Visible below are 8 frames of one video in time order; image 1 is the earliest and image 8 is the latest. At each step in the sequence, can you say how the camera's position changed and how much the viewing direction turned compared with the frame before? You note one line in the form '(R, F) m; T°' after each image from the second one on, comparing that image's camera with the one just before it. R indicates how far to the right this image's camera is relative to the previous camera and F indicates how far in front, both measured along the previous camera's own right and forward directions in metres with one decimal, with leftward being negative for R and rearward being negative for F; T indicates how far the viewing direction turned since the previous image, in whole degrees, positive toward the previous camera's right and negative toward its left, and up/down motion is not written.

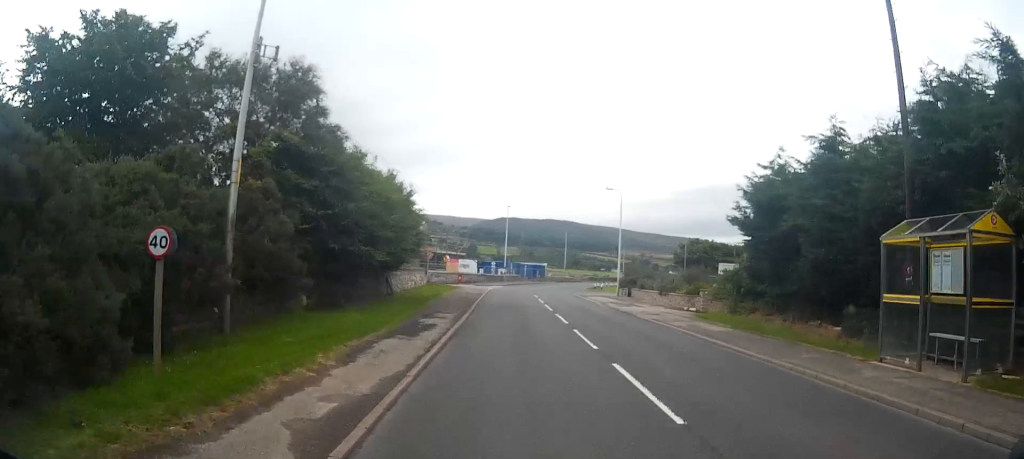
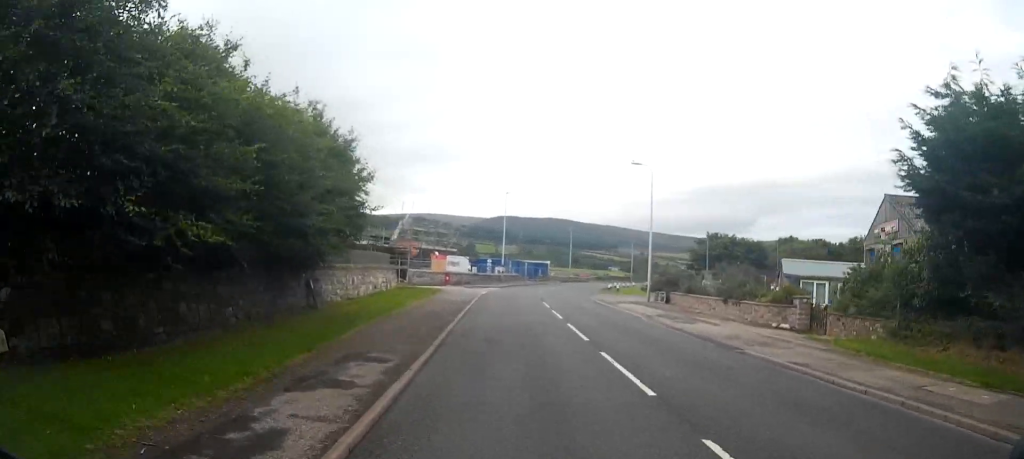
(0.0, +10.8) m; 0°
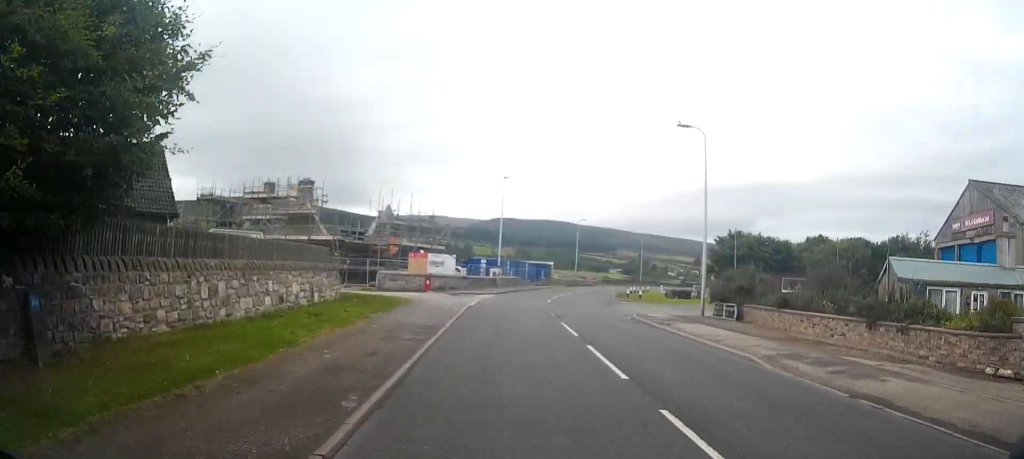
(0.0, +10.7) m; 0°
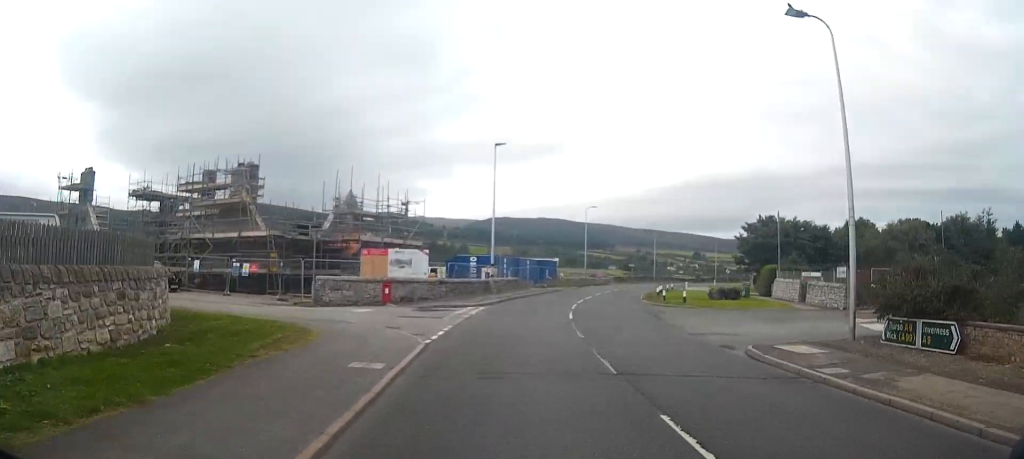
(+0.2, +12.4) m; +1°
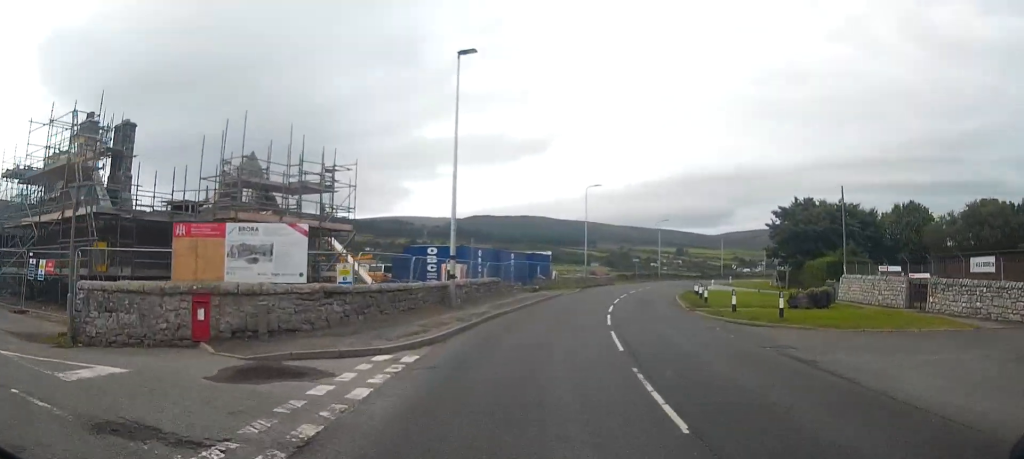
(+0.1, +14.9) m; +2°
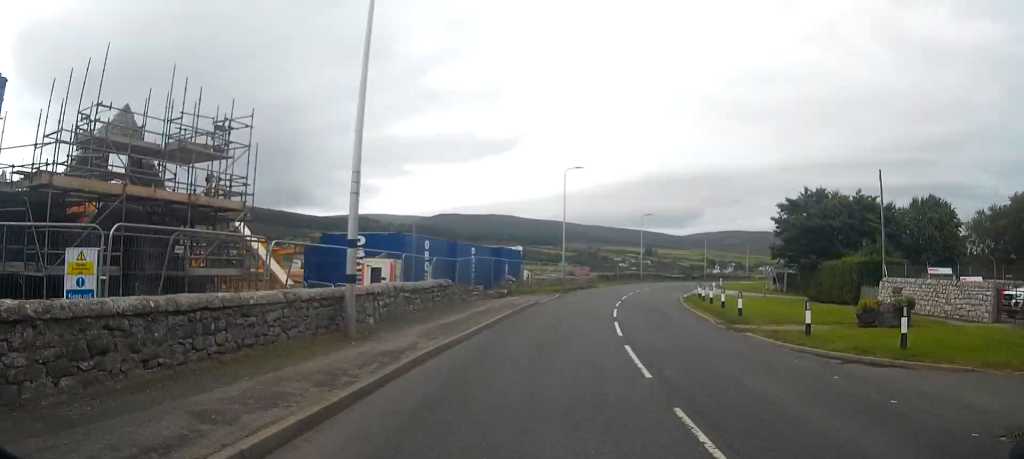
(0.0, +8.8) m; +2°
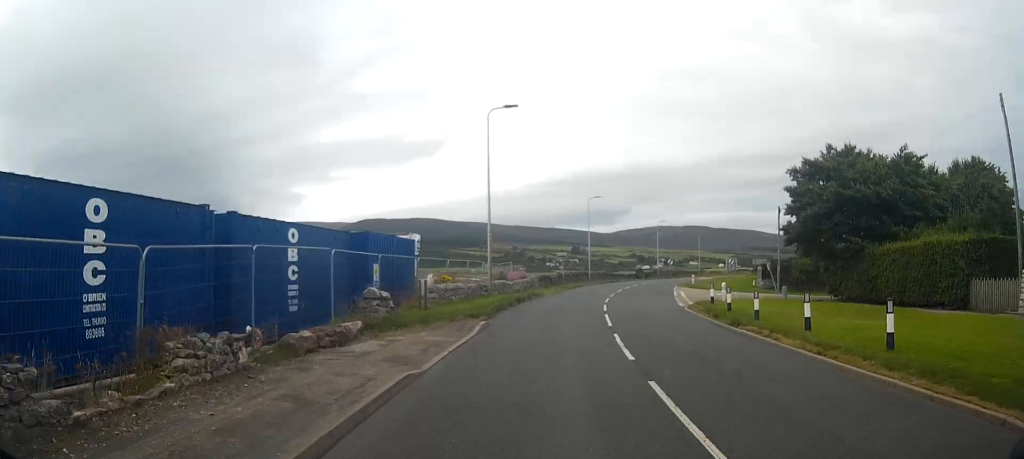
(+0.9, +16.5) m; +6°
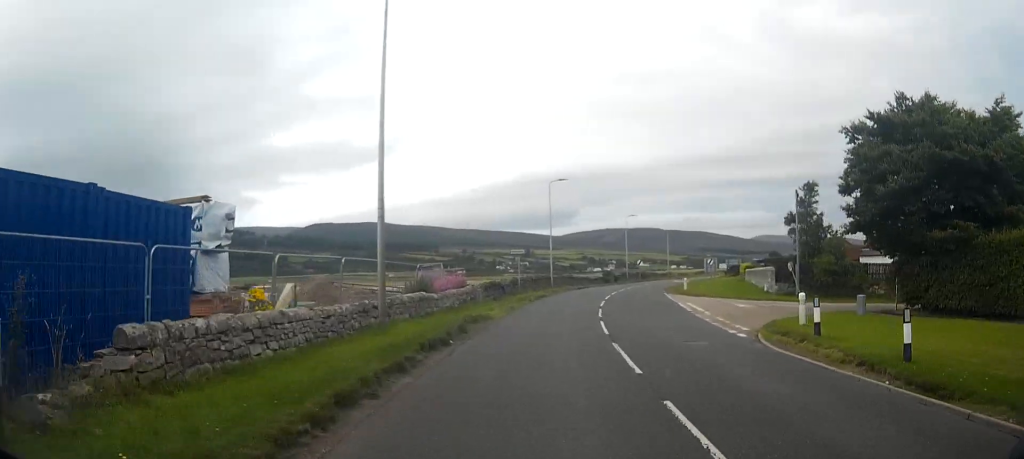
(+0.6, +13.2) m; +5°
